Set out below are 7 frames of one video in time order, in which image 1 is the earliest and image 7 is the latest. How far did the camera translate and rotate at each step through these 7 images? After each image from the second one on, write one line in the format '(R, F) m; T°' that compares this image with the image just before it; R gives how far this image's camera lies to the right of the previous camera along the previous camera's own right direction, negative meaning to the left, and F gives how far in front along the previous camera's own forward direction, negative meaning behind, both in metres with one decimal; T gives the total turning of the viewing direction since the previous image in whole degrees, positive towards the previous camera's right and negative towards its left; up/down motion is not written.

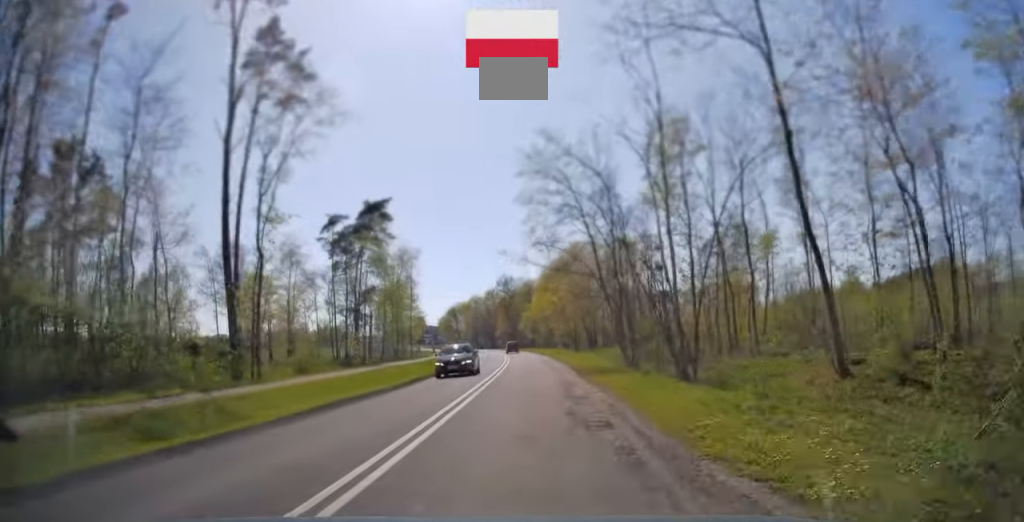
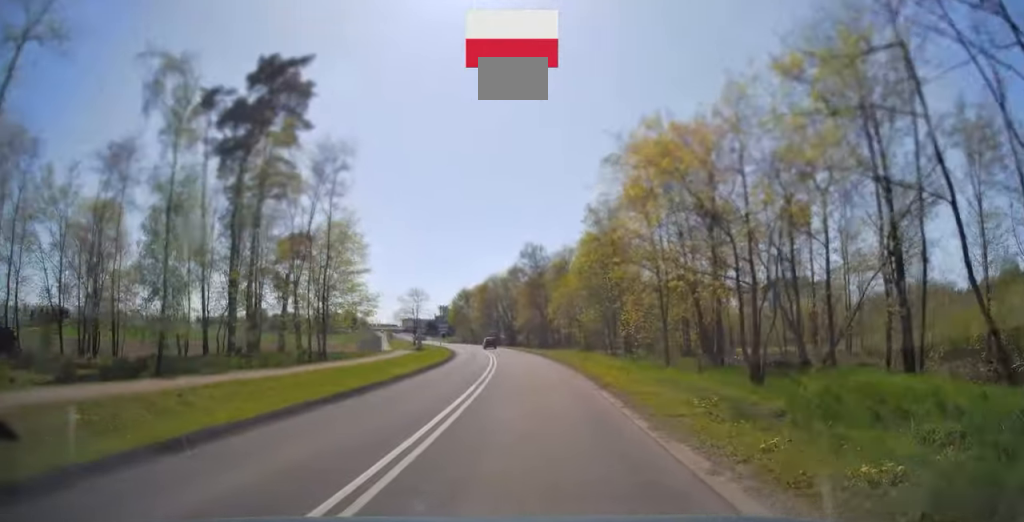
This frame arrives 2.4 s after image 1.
(-1.3, +43.9) m; -5°
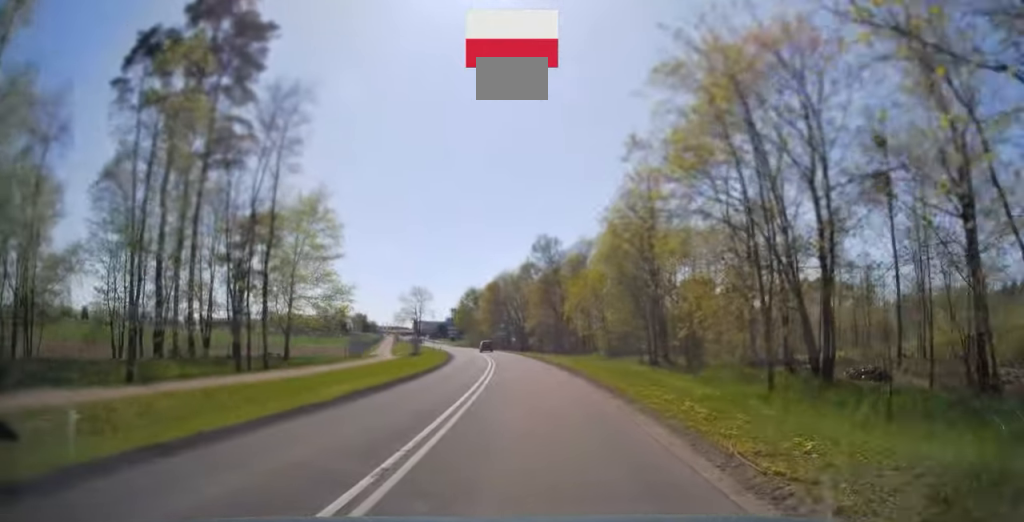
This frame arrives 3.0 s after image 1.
(-0.2, +11.5) m; -1°
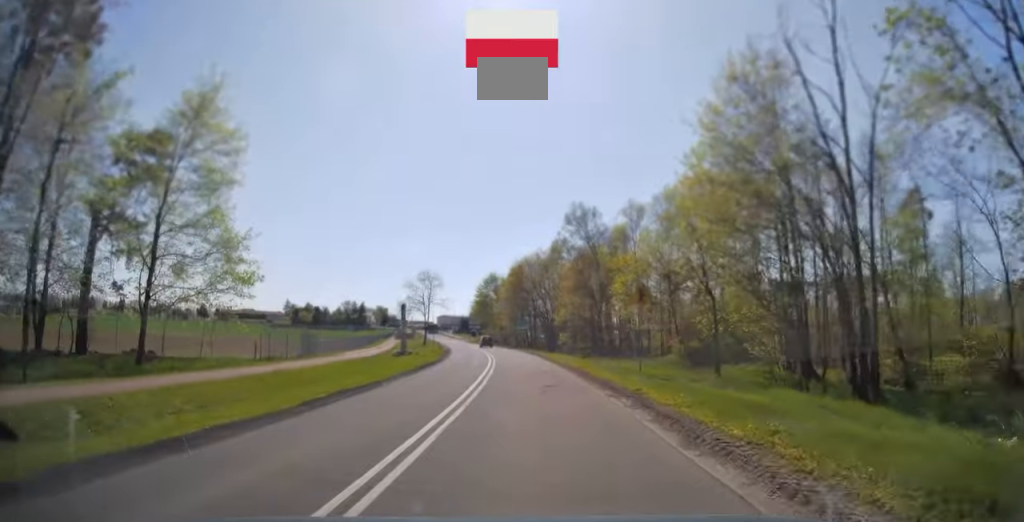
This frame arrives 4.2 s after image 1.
(-0.4, +20.7) m; -2°
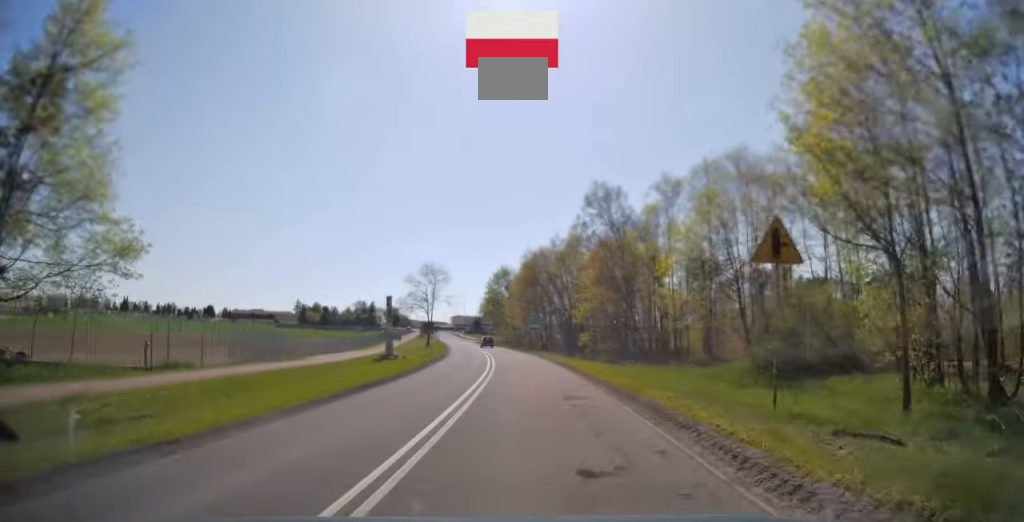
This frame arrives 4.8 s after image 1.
(-0.3, +10.5) m; -1°
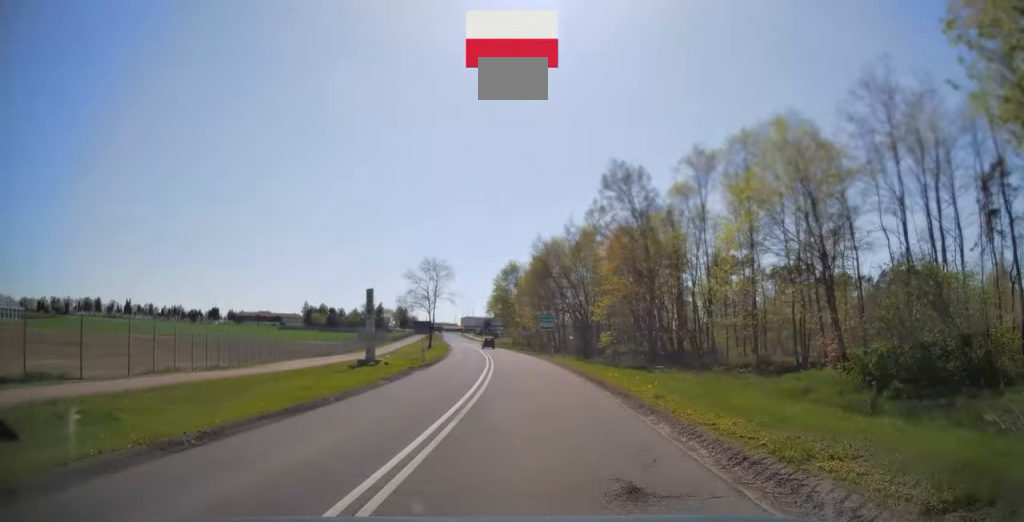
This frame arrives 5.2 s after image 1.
(0.0, +8.1) m; -1°
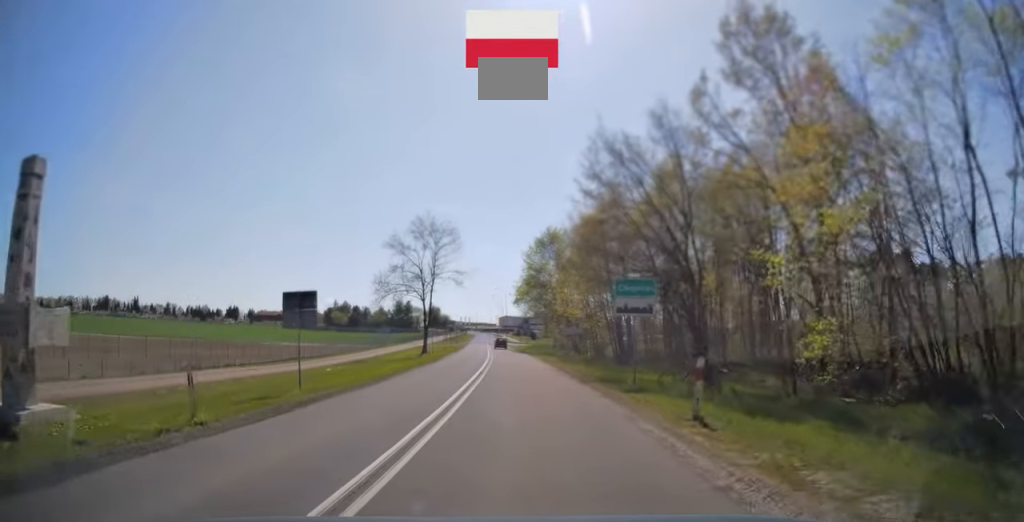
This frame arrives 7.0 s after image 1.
(-1.3, +29.8) m; -5°
